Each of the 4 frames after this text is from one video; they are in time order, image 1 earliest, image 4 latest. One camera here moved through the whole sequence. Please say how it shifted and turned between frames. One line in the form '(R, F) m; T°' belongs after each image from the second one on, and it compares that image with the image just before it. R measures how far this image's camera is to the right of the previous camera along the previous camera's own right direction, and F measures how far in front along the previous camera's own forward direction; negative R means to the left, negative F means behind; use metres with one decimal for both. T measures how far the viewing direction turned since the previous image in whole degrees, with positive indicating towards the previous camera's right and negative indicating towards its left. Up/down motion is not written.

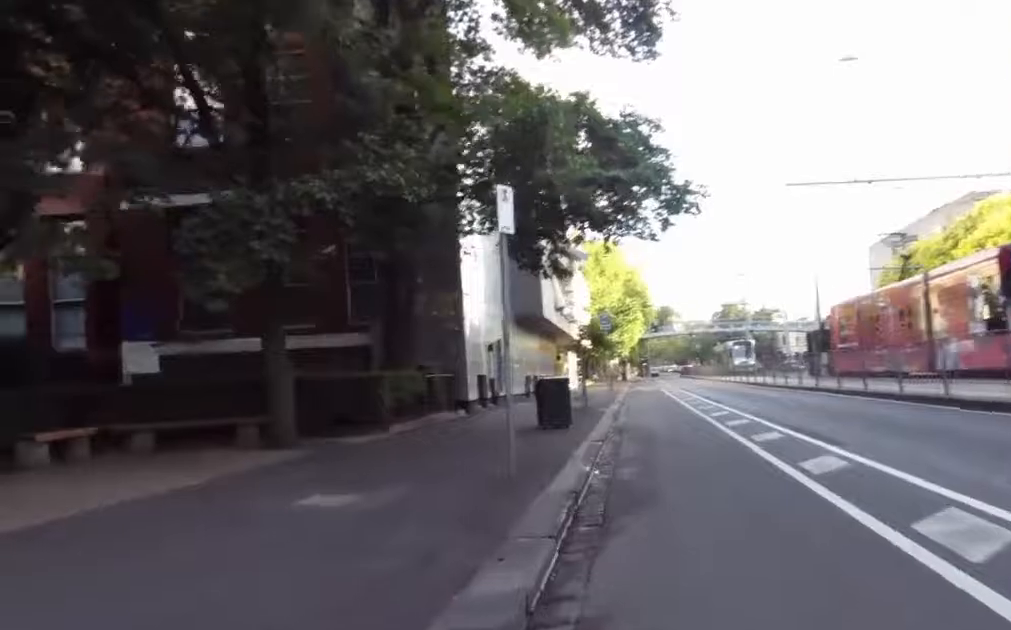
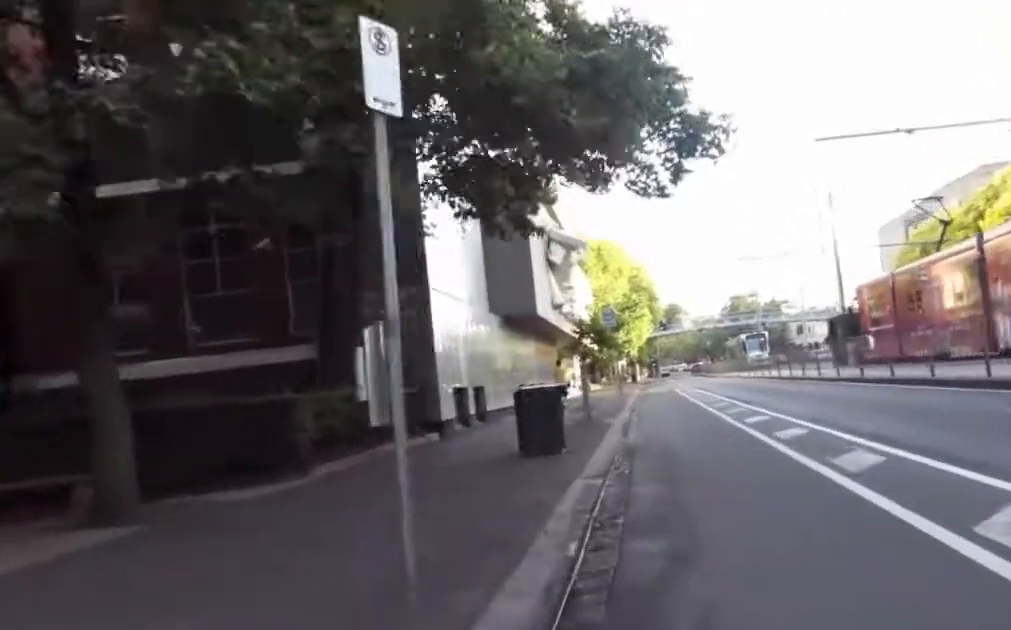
(+0.7, +3.1) m; 0°
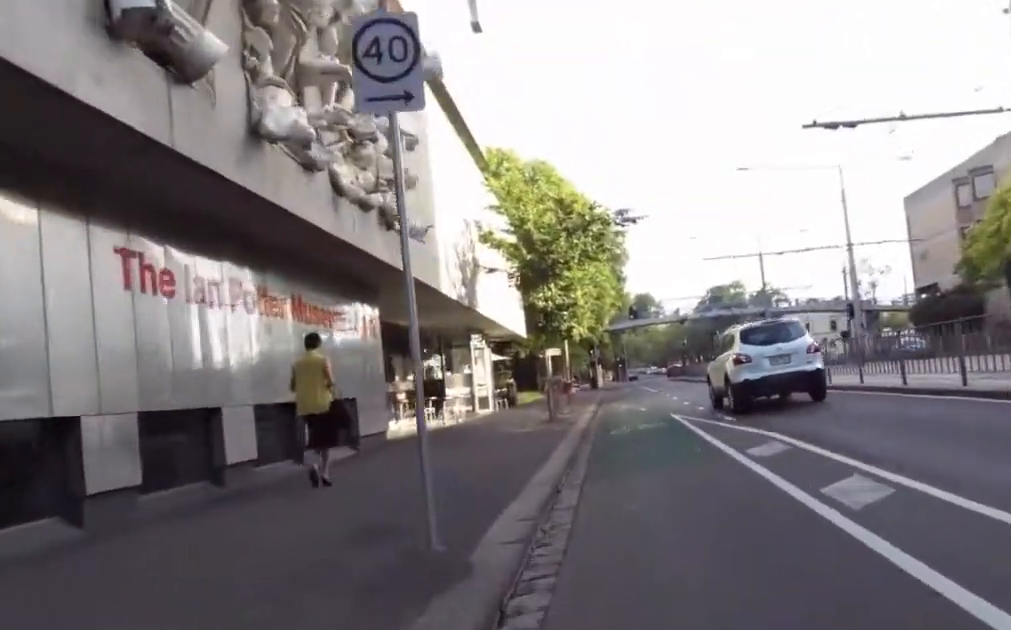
(-3.0, +22.1) m; -2°
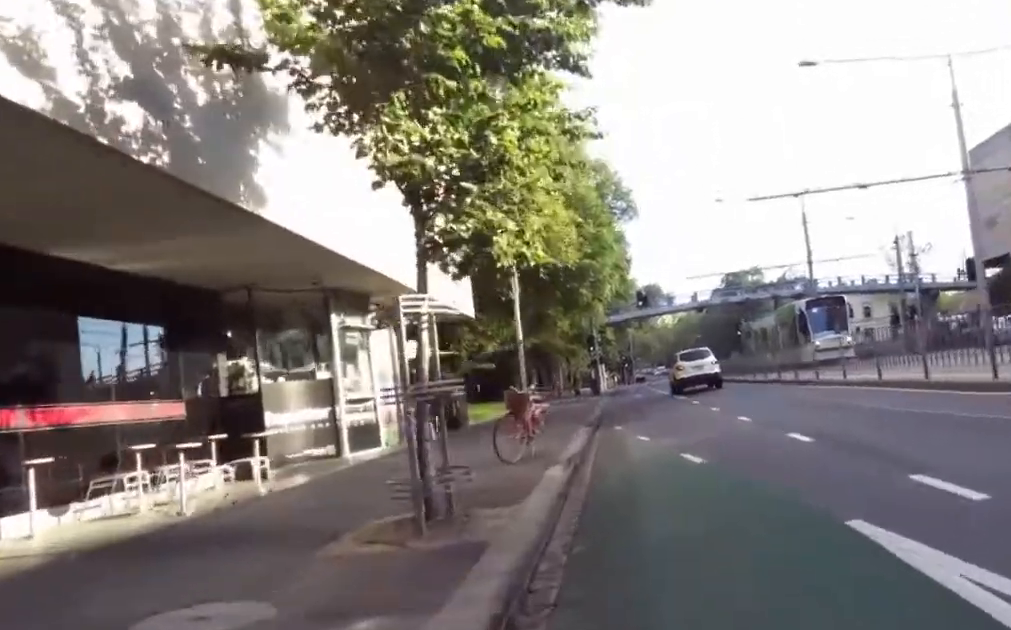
(+1.2, +15.2) m; +4°
